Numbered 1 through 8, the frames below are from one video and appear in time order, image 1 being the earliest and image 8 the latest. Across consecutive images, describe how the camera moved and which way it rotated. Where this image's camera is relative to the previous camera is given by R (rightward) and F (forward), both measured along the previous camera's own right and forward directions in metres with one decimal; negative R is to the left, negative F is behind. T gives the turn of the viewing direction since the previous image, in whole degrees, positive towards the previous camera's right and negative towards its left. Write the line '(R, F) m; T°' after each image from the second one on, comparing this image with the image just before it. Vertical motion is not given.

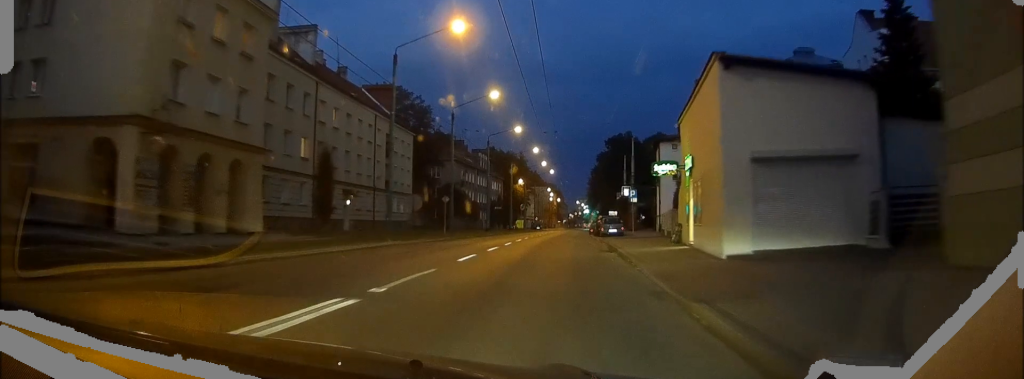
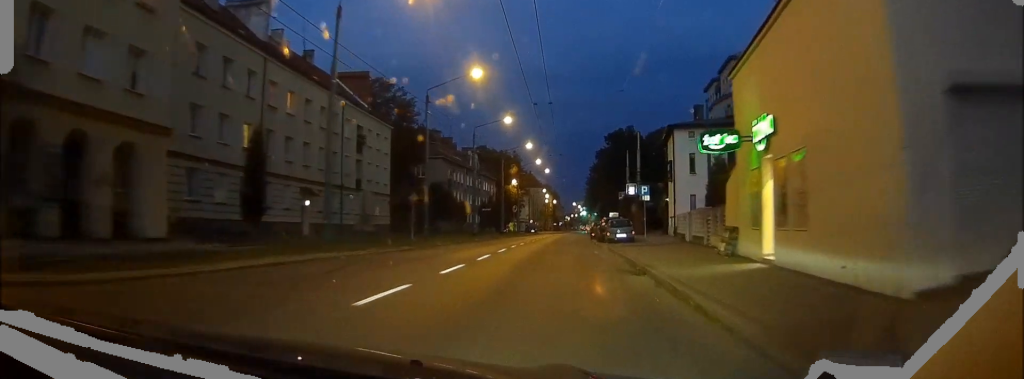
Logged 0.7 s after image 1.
(-0.1, +9.0) m; -1°
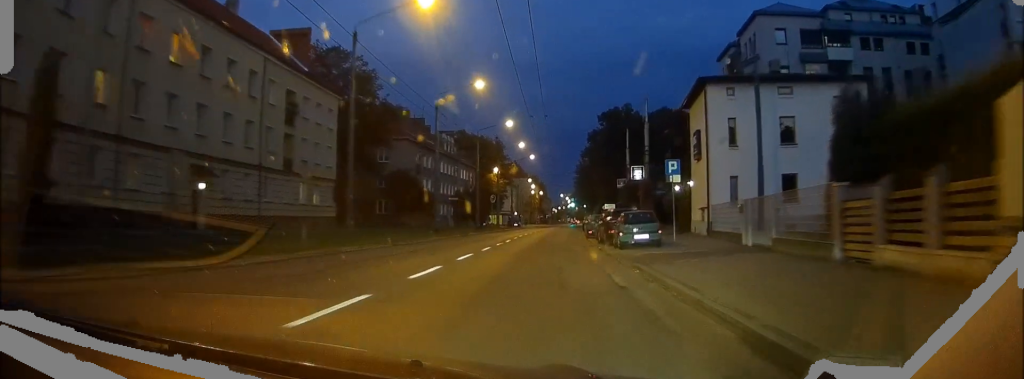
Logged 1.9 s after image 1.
(-0.3, +14.1) m; -1°
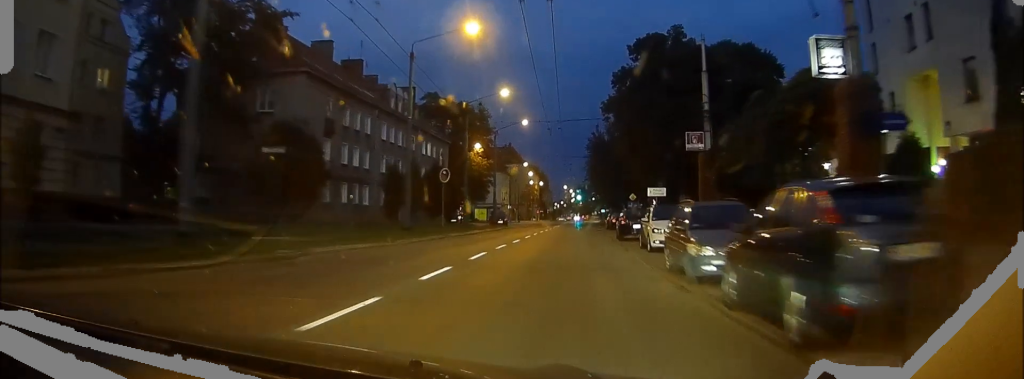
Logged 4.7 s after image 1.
(+0.3, +36.2) m; 0°
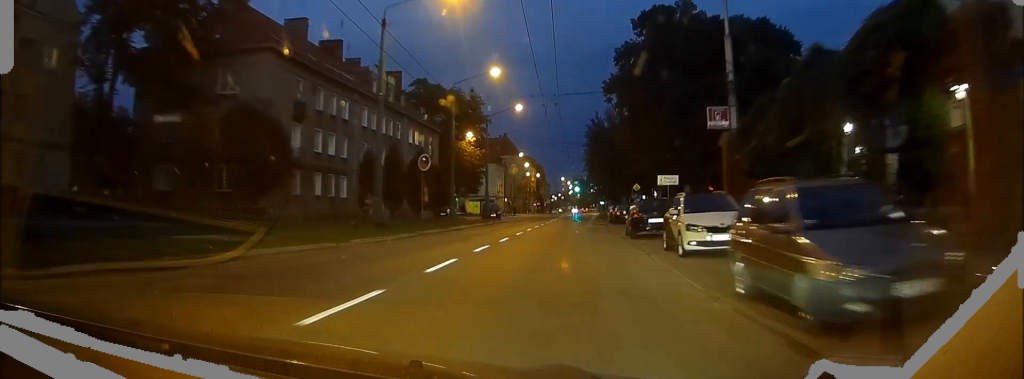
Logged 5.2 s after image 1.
(0.0, +5.8) m; 0°
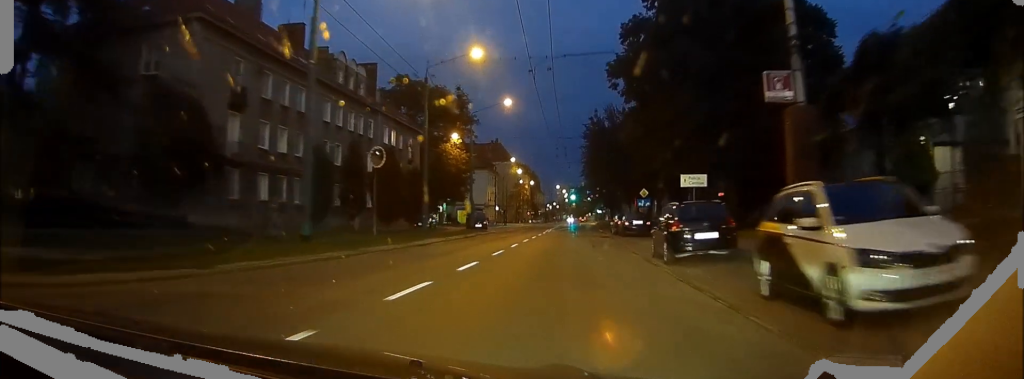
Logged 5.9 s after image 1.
(0.0, +9.1) m; 0°
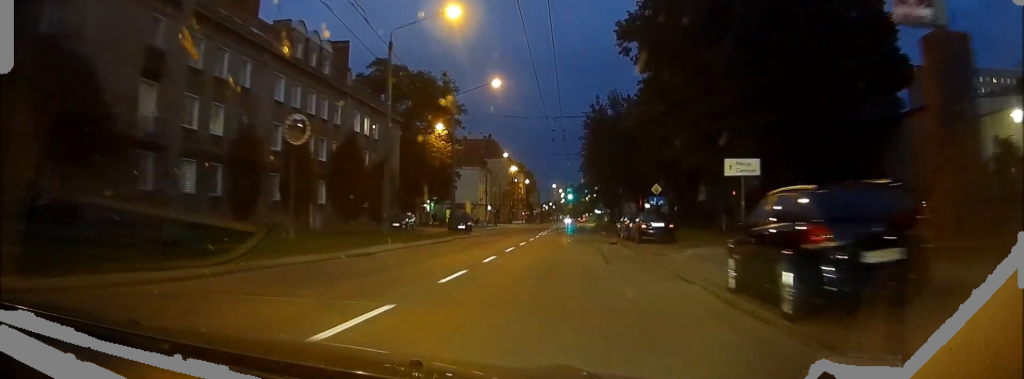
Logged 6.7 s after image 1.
(0.0, +9.0) m; 0°
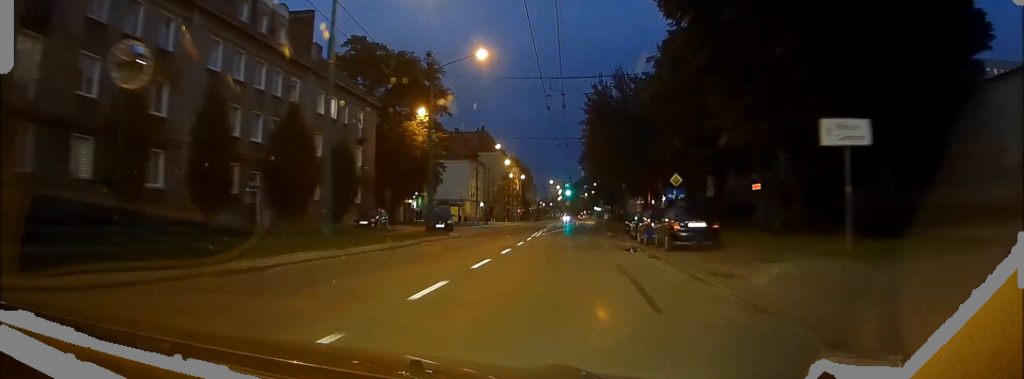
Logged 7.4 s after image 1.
(0.0, +8.9) m; +1°
